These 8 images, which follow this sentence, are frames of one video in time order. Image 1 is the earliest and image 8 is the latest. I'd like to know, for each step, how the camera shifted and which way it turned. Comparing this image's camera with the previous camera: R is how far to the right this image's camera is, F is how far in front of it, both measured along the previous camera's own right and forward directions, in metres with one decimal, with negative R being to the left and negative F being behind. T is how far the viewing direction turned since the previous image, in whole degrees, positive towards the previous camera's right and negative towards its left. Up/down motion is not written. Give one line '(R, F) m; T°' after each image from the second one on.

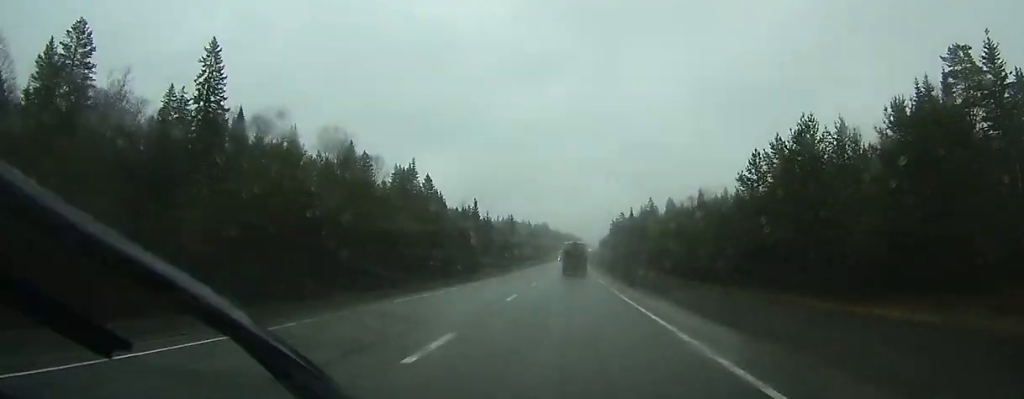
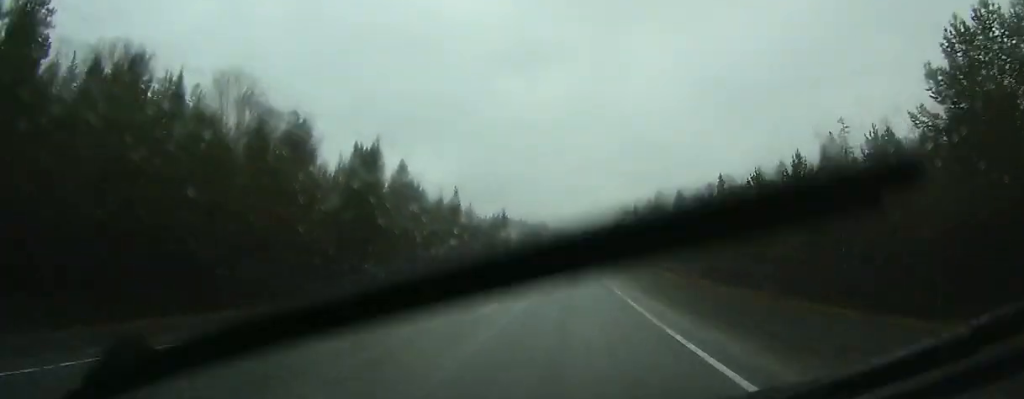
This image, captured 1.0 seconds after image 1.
(0.0, +30.8) m; 0°
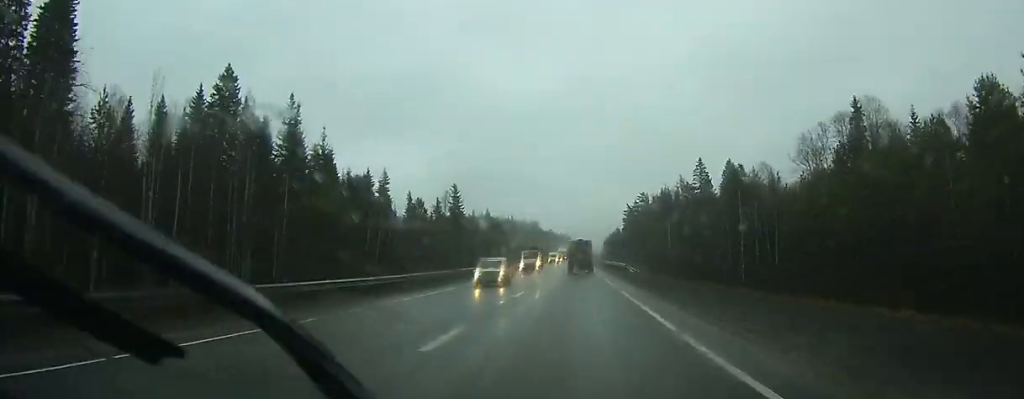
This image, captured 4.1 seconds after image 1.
(+0.1, +92.3) m; 0°
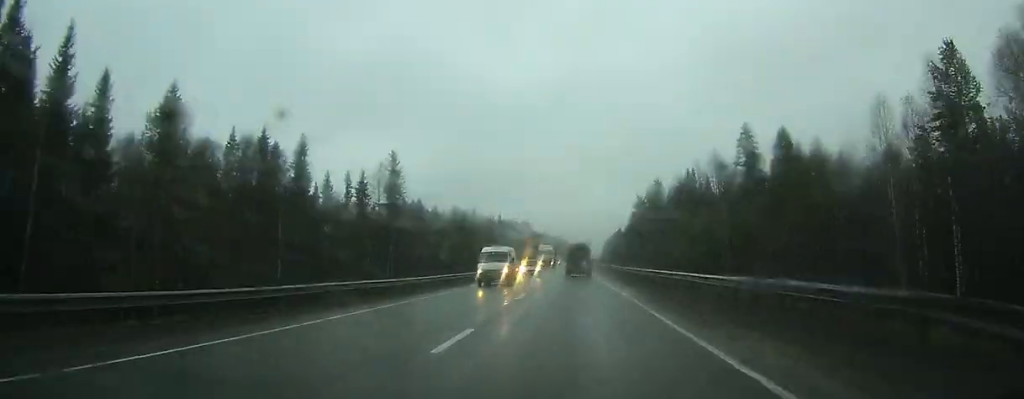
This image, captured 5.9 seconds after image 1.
(0.0, +49.0) m; 0°
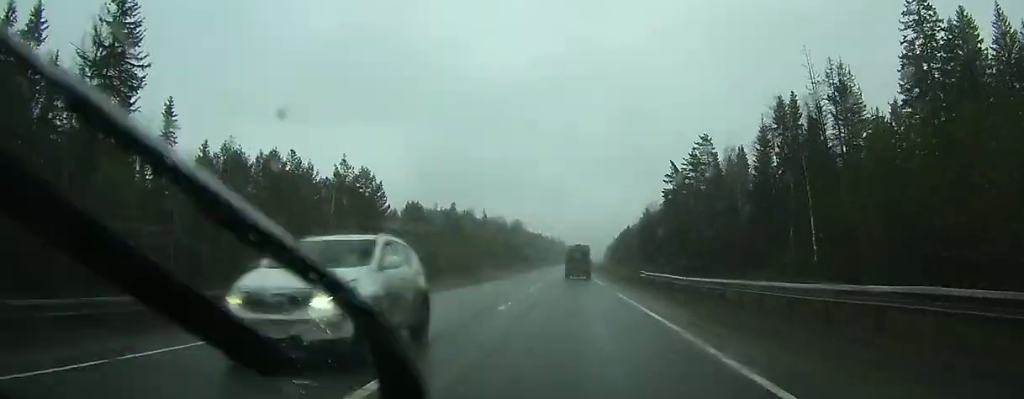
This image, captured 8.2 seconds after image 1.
(+0.4, +64.7) m; 0°
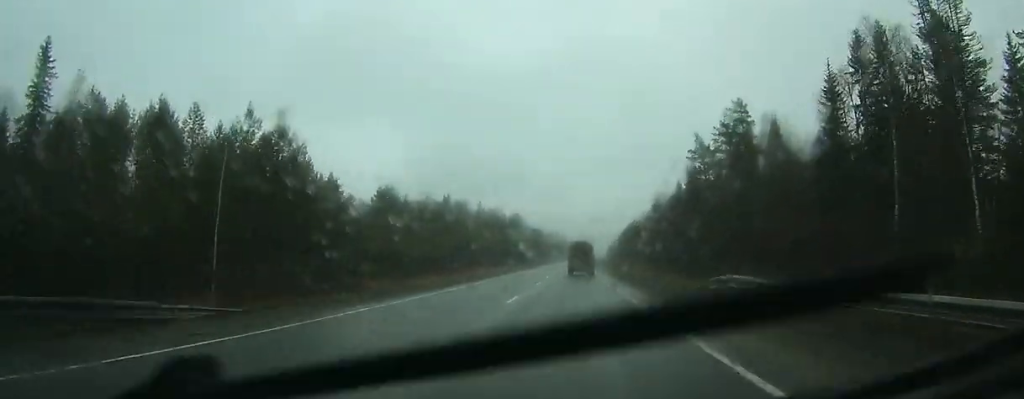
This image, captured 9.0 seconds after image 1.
(+0.1, +22.0) m; 0°
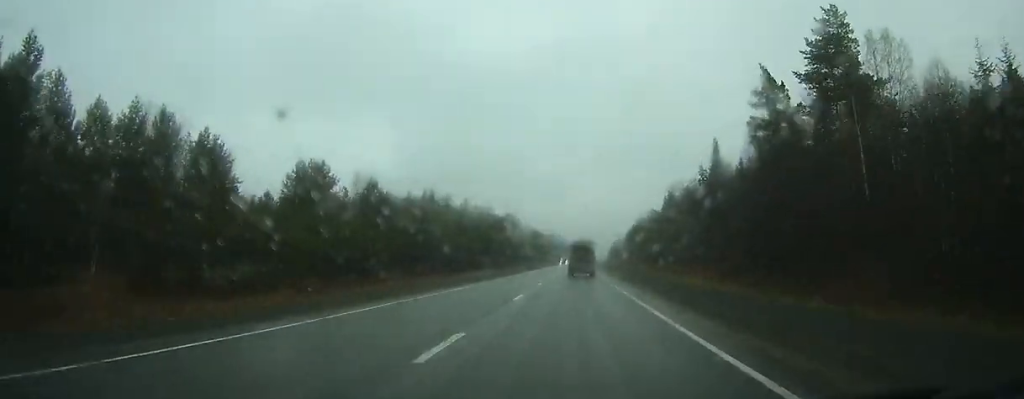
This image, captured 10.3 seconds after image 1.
(0.0, +34.7) m; 0°
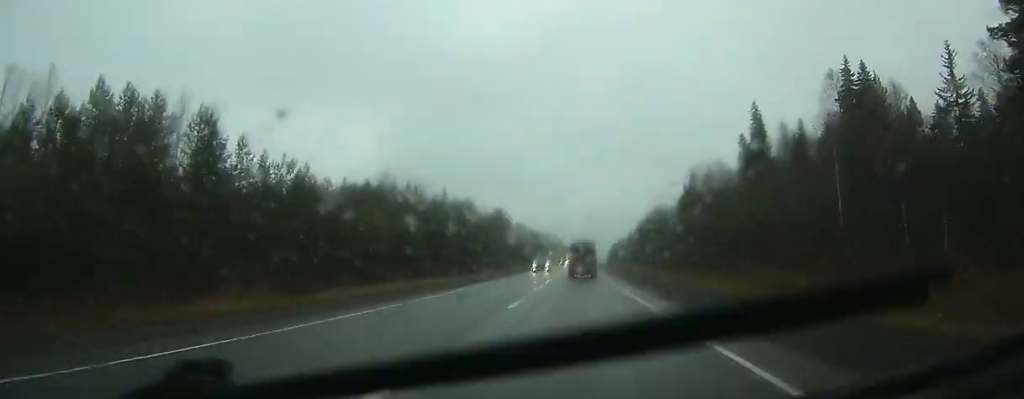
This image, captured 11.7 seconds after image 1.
(+0.1, +38.2) m; 0°
